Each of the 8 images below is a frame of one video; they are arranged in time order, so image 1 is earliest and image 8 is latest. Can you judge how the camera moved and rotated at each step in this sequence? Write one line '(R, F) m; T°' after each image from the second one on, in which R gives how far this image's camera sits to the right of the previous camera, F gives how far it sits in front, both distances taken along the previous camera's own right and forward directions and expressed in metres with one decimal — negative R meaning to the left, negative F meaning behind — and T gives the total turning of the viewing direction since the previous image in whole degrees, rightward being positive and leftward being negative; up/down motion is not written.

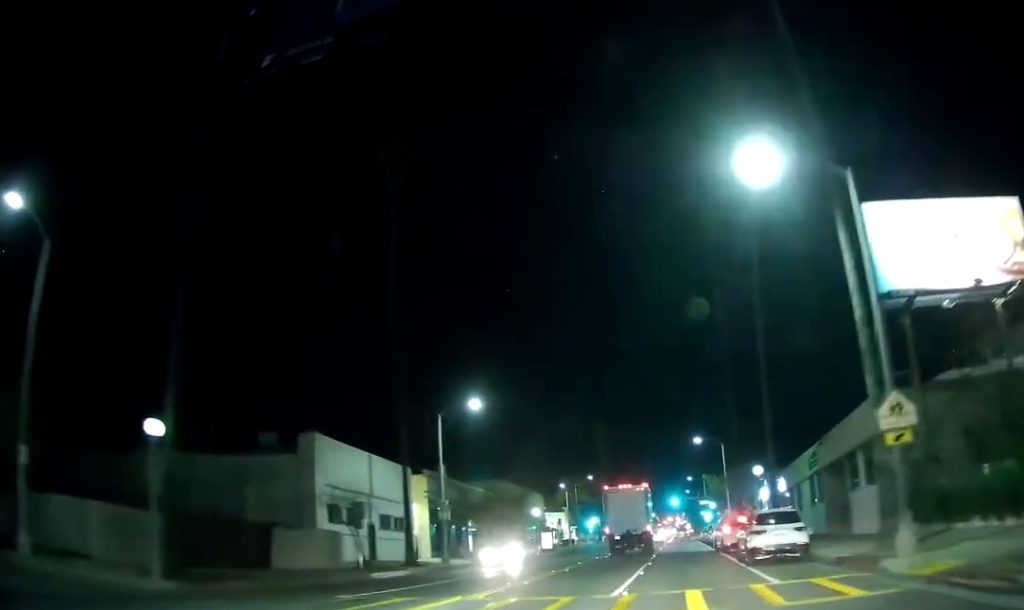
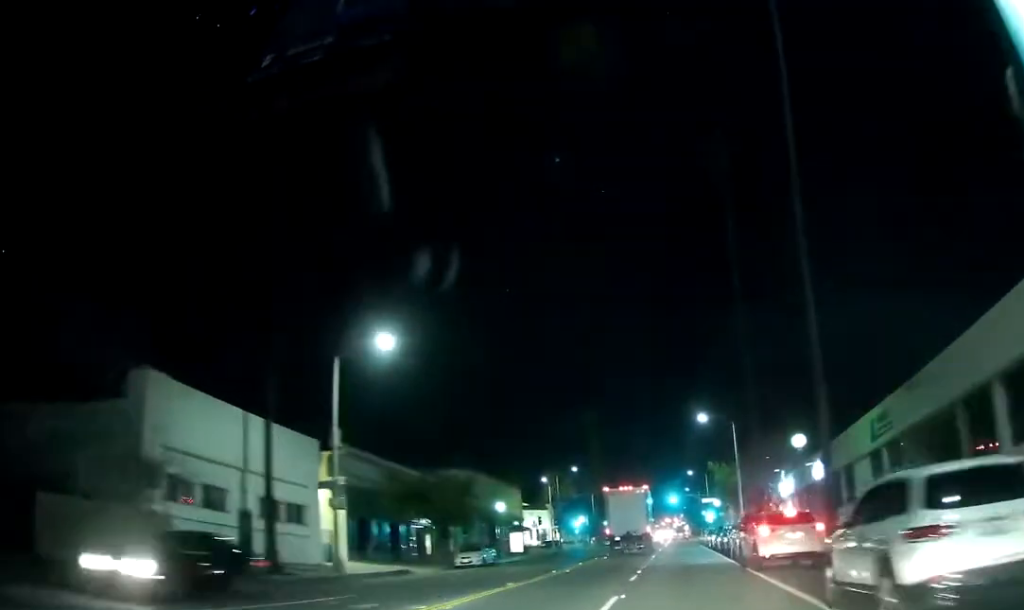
(-0.4, +14.4) m; -2°
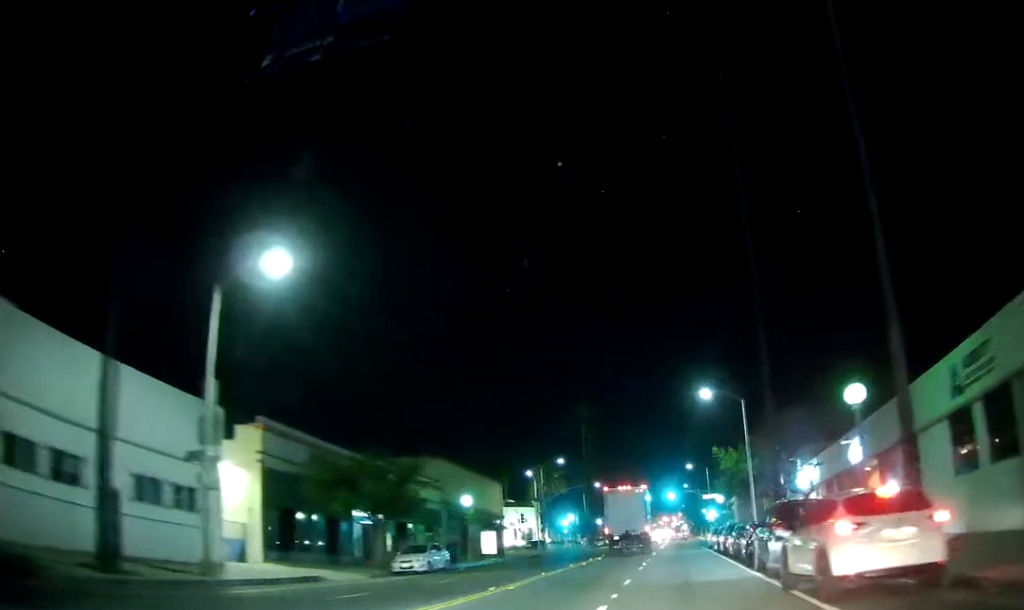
(-0.3, +8.9) m; +1°
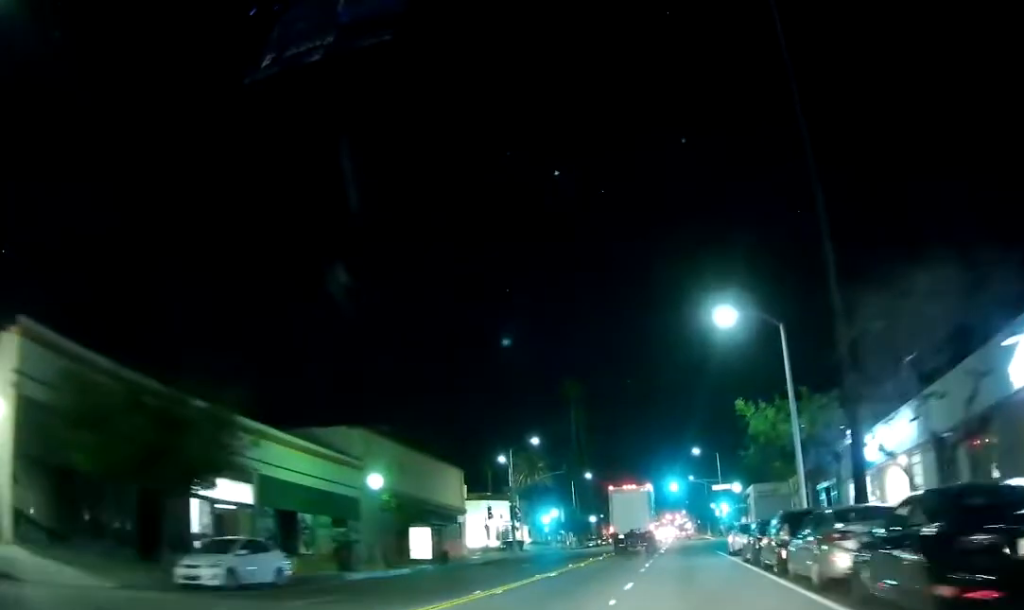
(+0.8, +16.2) m; +3°
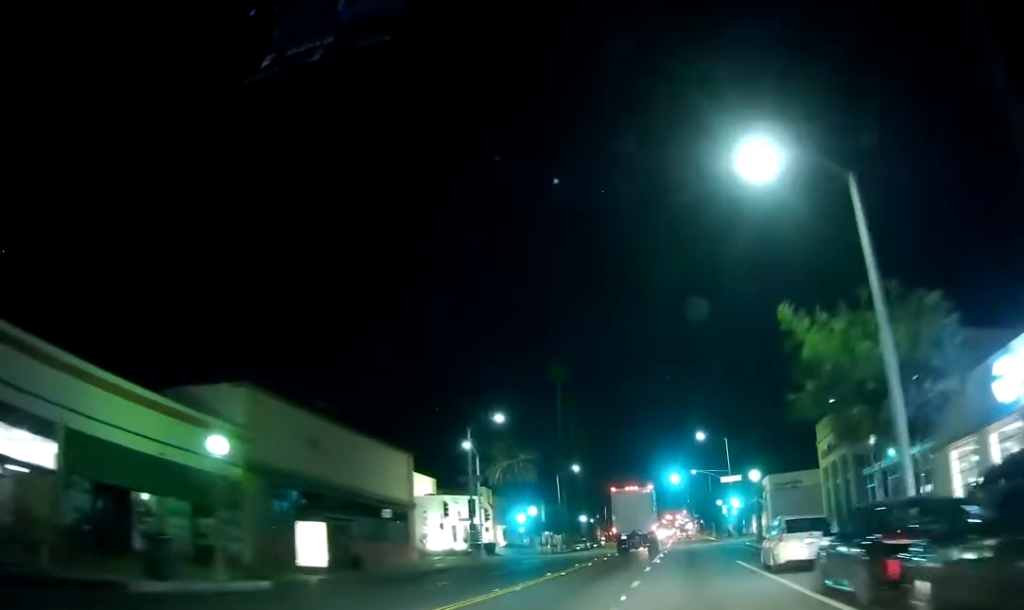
(0.0, +13.4) m; 0°
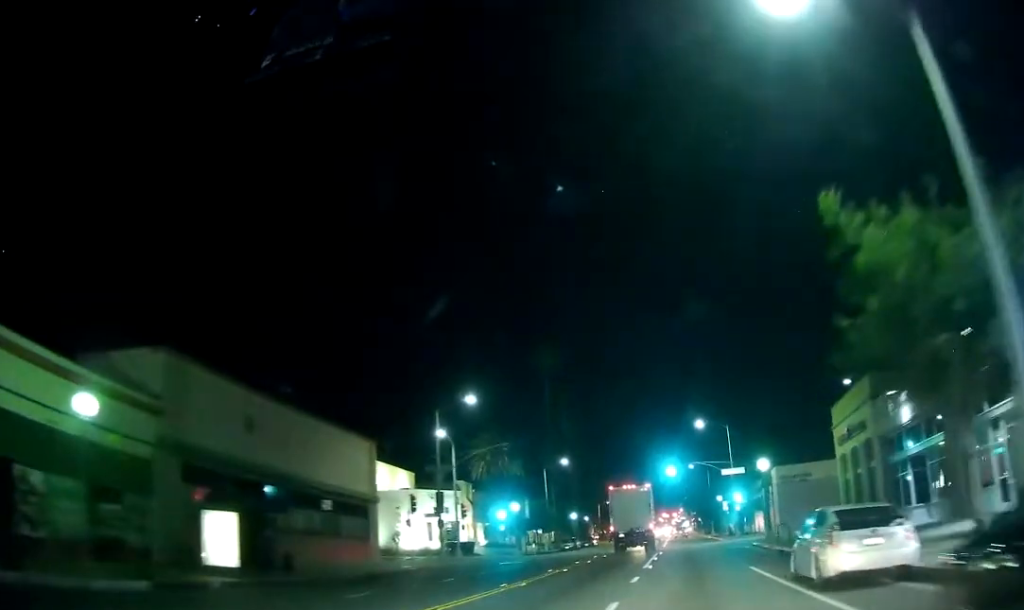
(0.0, +6.8) m; 0°
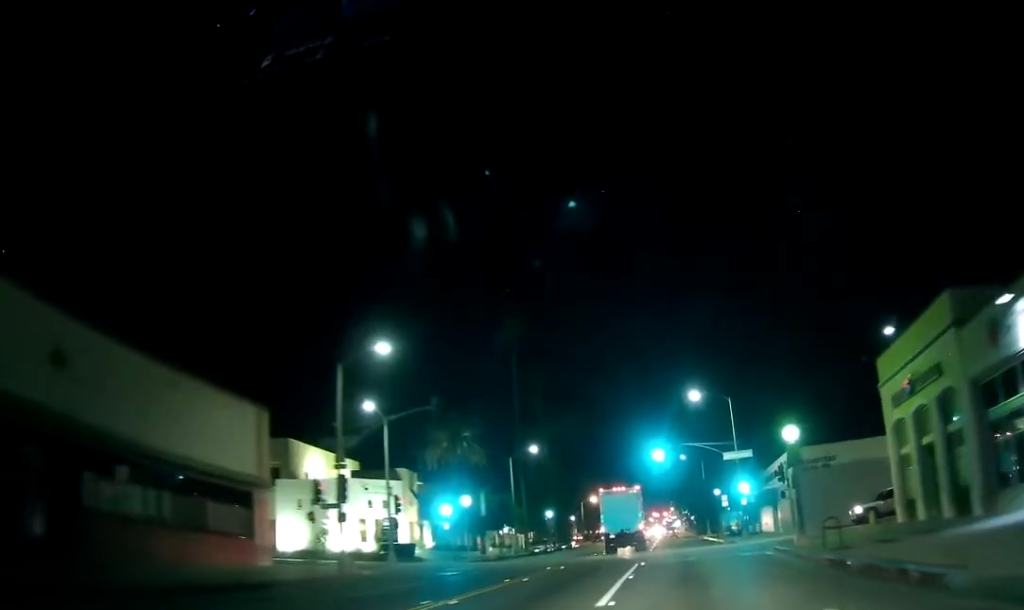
(0.0, +13.1) m; 0°
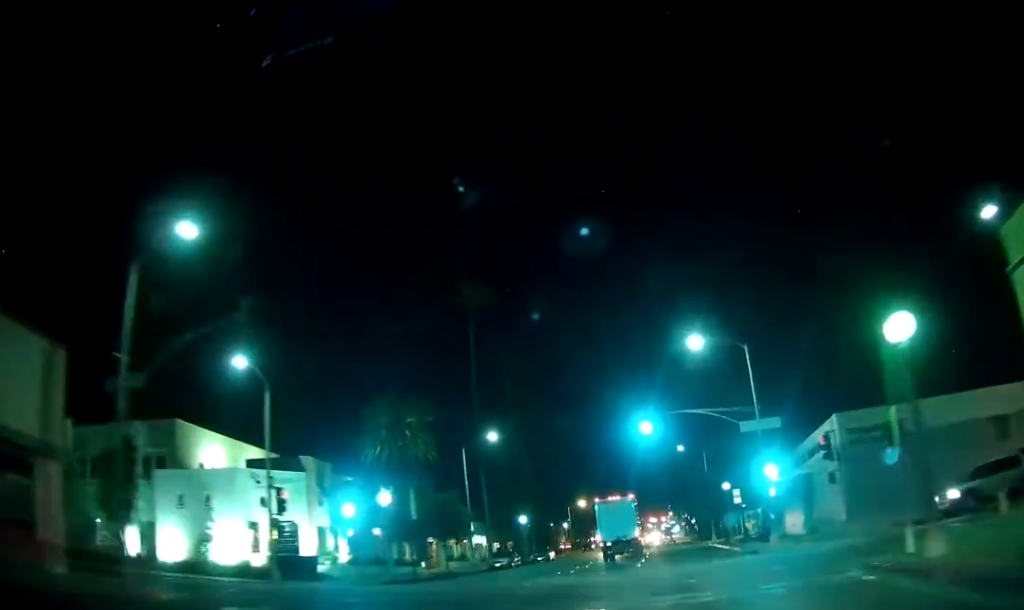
(0.0, +14.9) m; +2°
